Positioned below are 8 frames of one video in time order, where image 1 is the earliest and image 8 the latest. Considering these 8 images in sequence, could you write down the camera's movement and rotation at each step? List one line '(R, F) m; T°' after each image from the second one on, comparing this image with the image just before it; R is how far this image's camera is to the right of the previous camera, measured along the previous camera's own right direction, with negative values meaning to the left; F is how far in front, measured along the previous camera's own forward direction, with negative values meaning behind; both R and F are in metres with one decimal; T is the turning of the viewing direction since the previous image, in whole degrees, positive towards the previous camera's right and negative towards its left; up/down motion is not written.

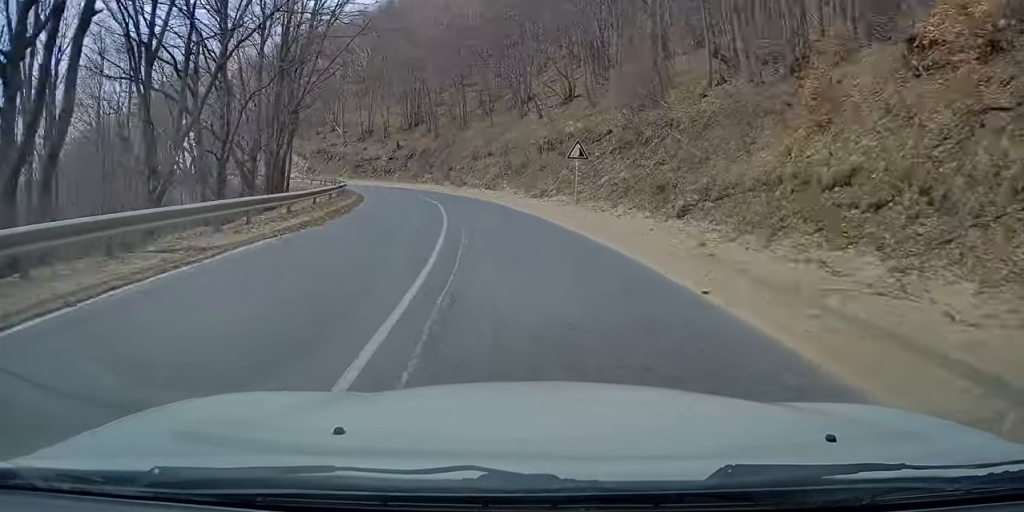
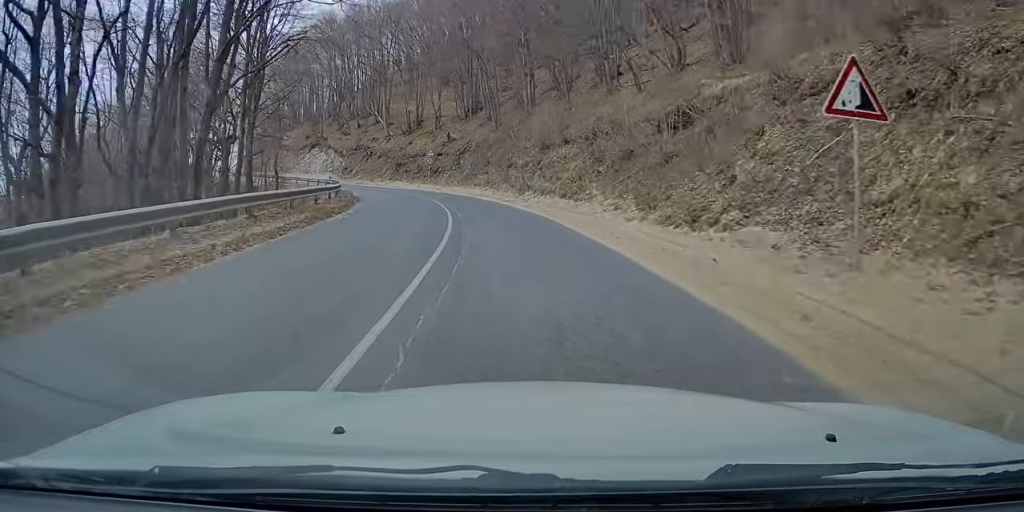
(-0.9, +19.3) m; +4°
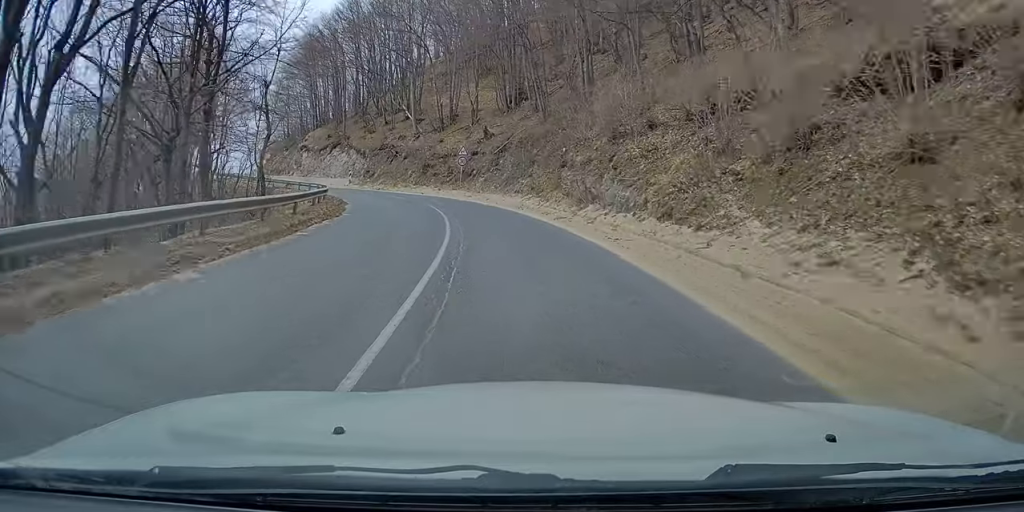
(+1.3, +12.1) m; -2°
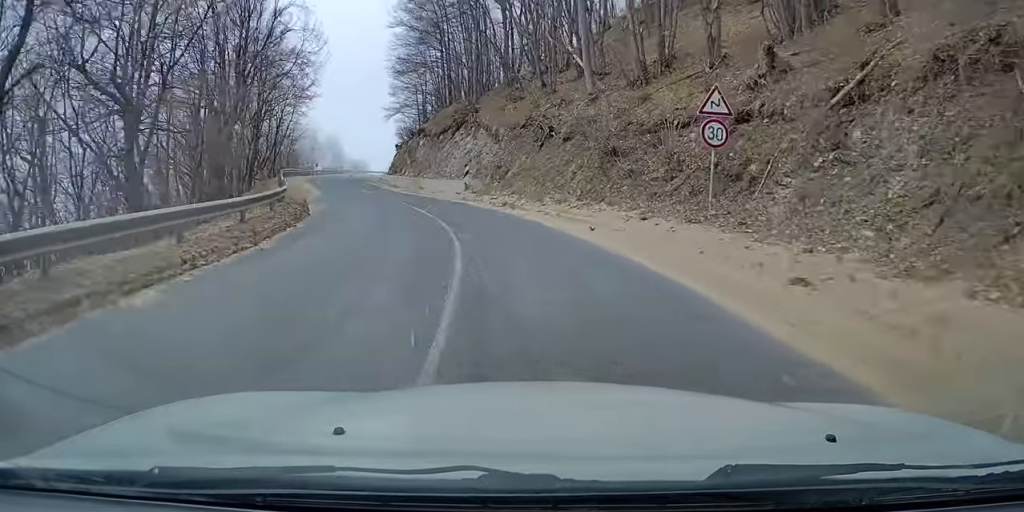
(-6.6, +30.4) m; -30°
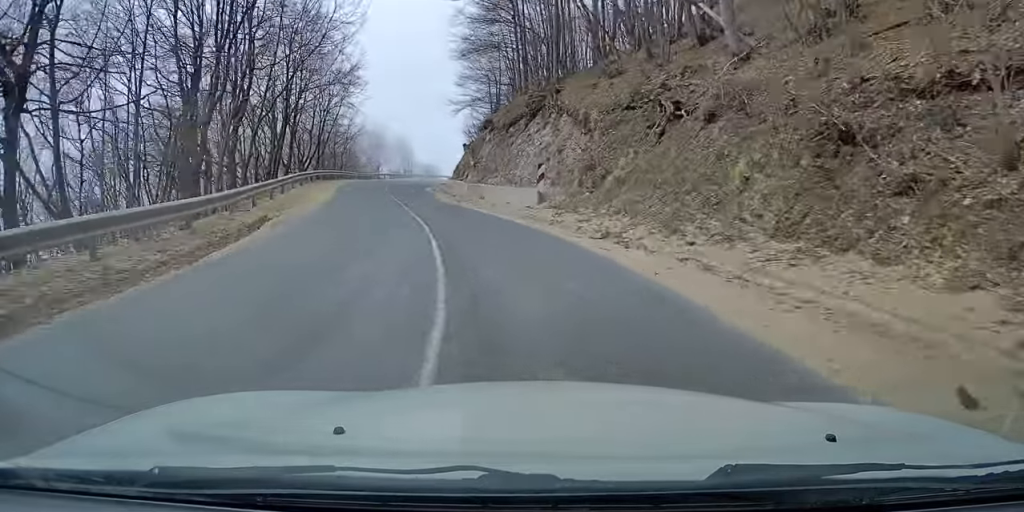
(-0.8, +11.4) m; -11°
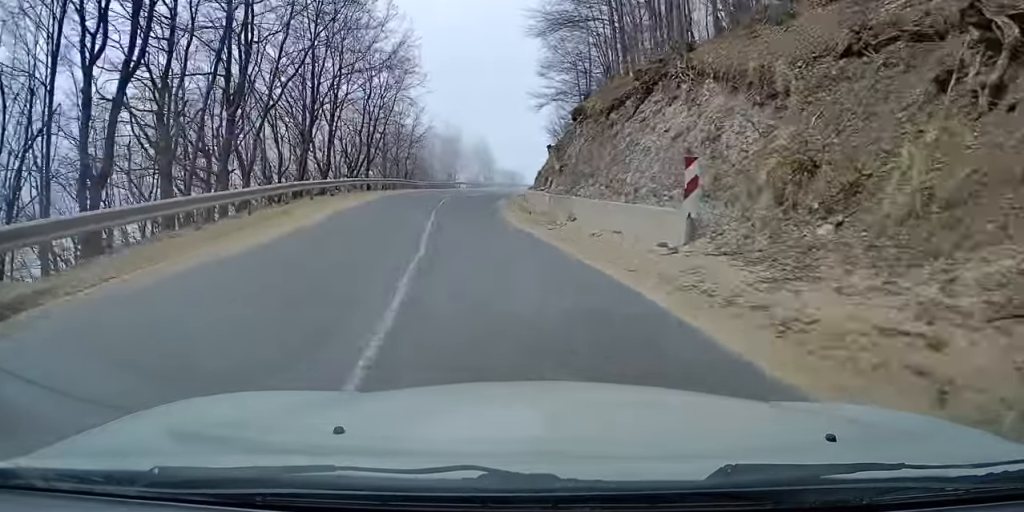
(-1.3, +11.1) m; -6°
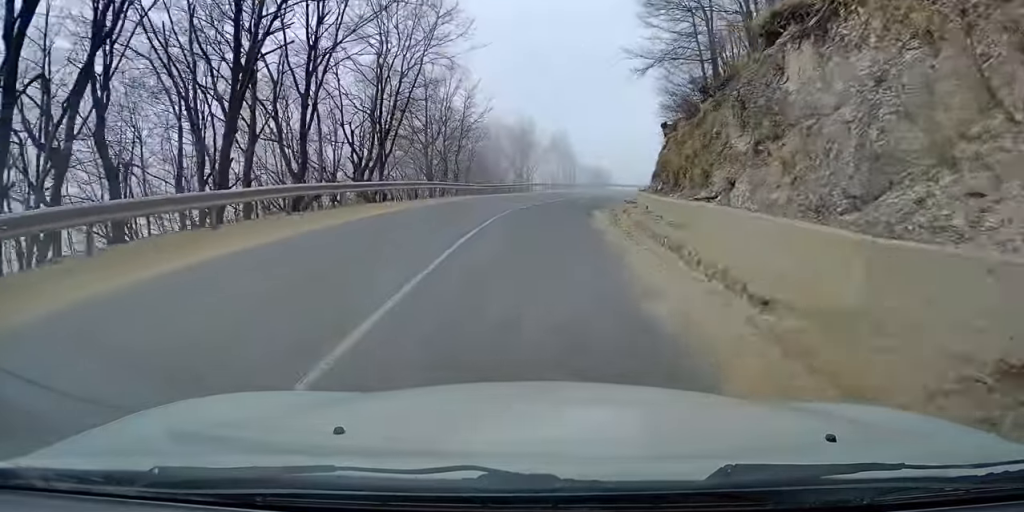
(-1.0, +17.3) m; -6°
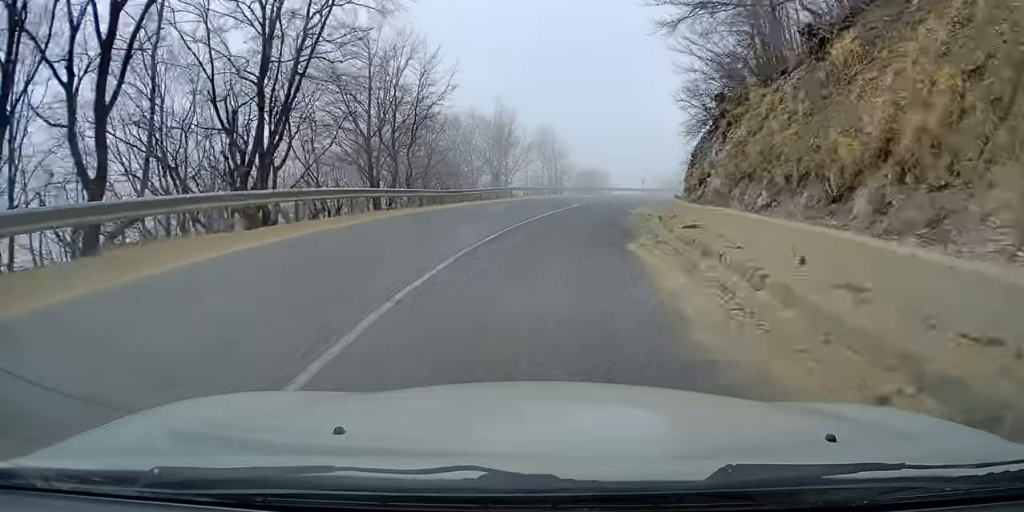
(-0.5, +11.7) m; -1°
